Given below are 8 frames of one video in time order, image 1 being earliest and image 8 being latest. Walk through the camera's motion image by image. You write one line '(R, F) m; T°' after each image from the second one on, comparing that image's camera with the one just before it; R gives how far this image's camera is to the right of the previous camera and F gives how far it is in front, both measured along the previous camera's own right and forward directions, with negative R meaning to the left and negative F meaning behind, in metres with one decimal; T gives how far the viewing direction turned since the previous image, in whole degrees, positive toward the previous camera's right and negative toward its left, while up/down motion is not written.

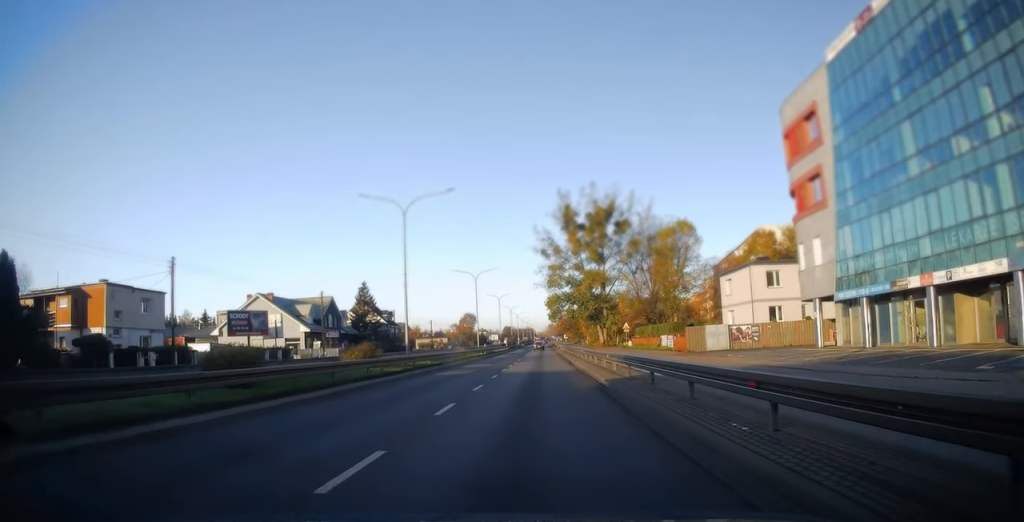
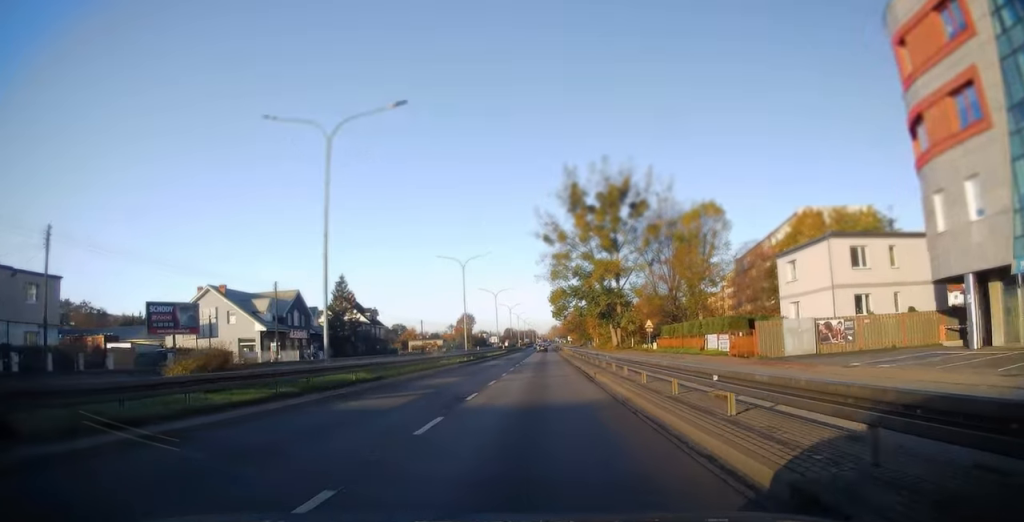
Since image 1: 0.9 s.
(-0.1, +14.2) m; +1°
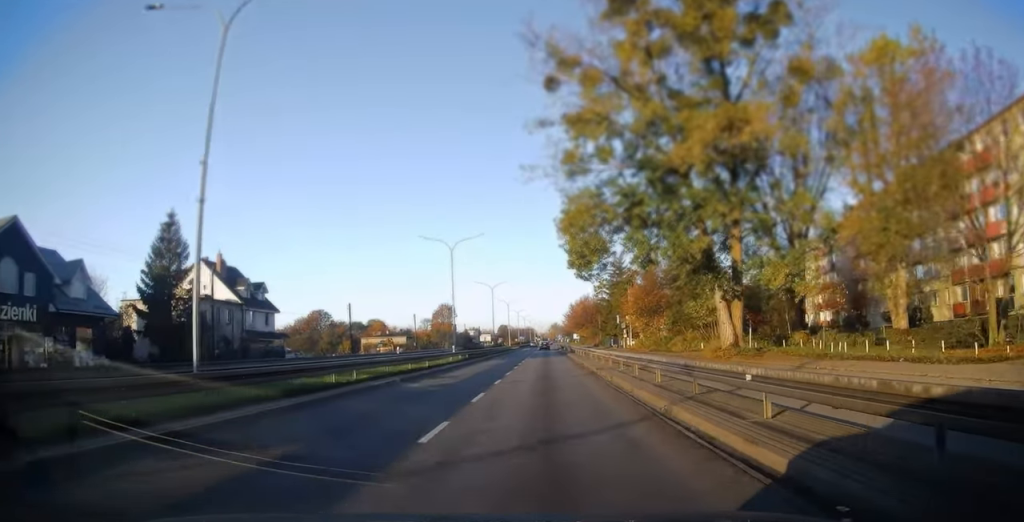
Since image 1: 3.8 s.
(-0.4, +48.8) m; -2°
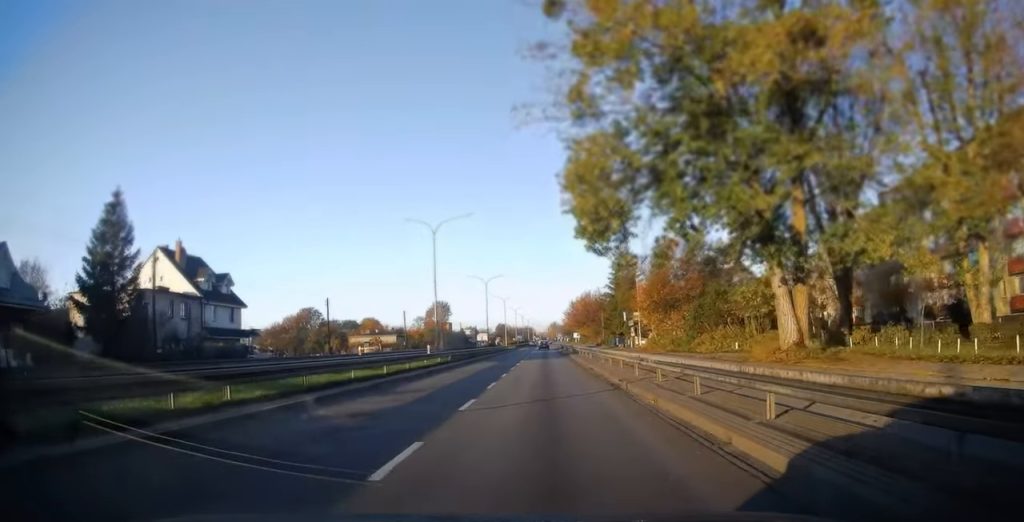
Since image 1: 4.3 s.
(0.0, +8.2) m; +1°
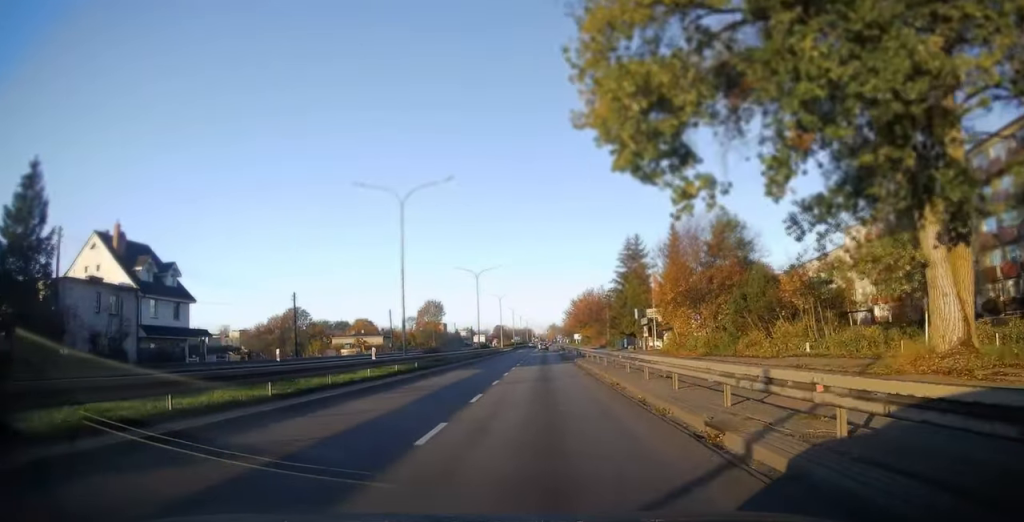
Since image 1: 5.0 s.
(-0.1, +10.1) m; +1°
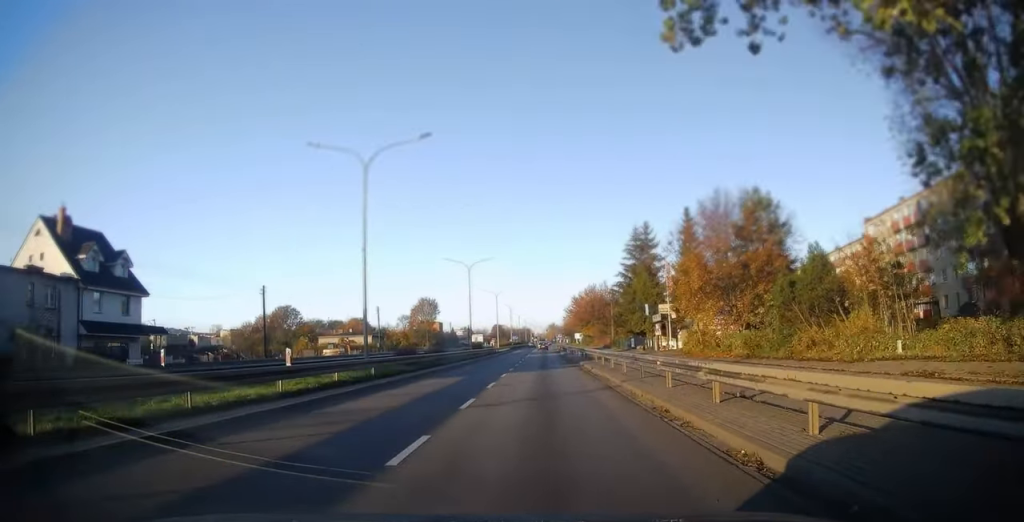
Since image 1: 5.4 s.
(+0.2, +7.4) m; 0°
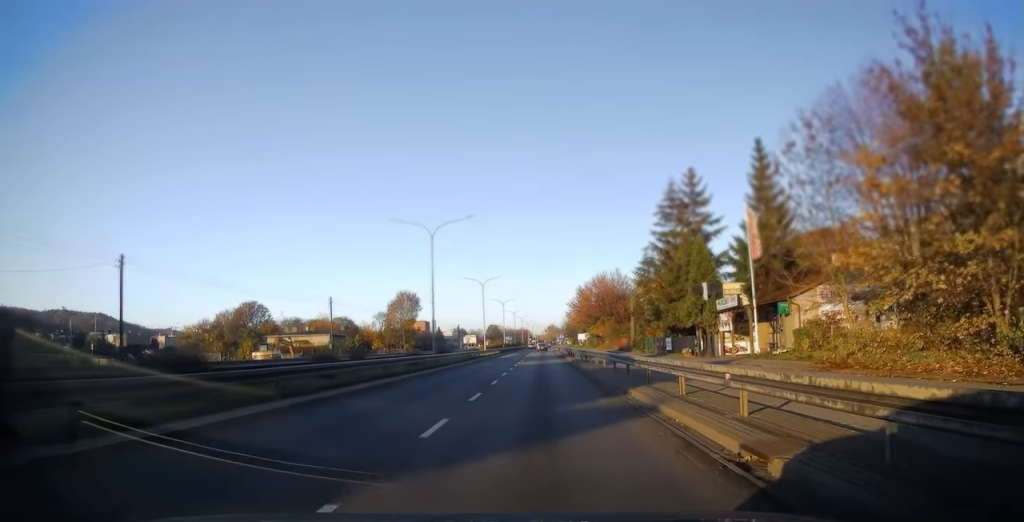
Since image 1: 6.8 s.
(-0.2, +21.8) m; 0°
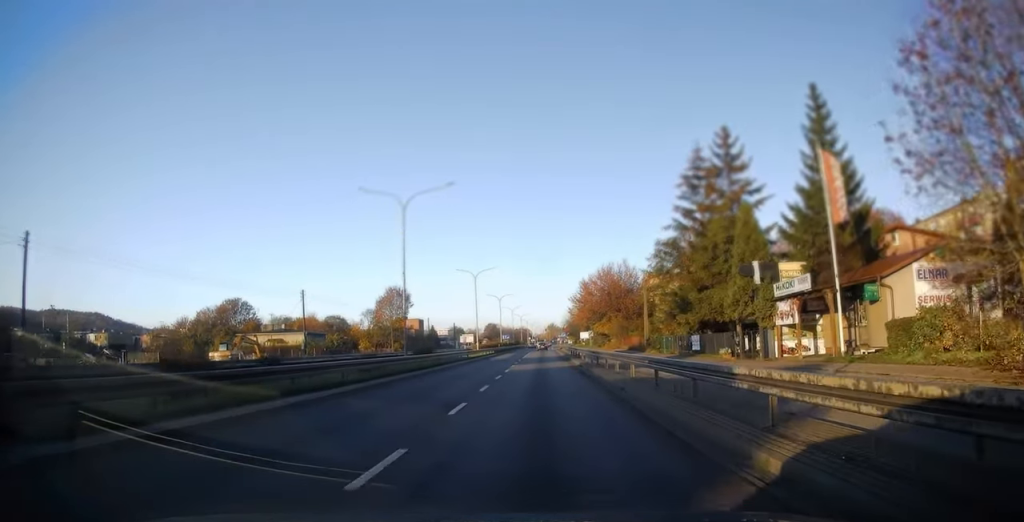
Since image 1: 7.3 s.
(+0.1, +9.3) m; 0°
